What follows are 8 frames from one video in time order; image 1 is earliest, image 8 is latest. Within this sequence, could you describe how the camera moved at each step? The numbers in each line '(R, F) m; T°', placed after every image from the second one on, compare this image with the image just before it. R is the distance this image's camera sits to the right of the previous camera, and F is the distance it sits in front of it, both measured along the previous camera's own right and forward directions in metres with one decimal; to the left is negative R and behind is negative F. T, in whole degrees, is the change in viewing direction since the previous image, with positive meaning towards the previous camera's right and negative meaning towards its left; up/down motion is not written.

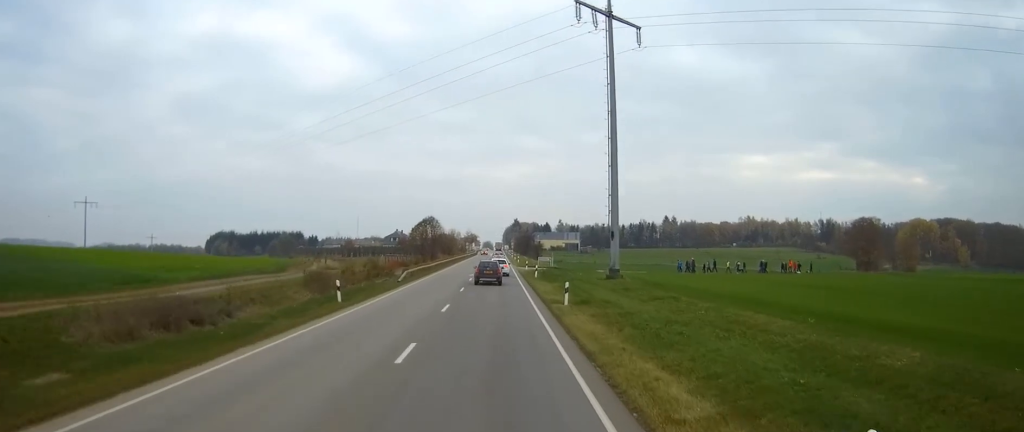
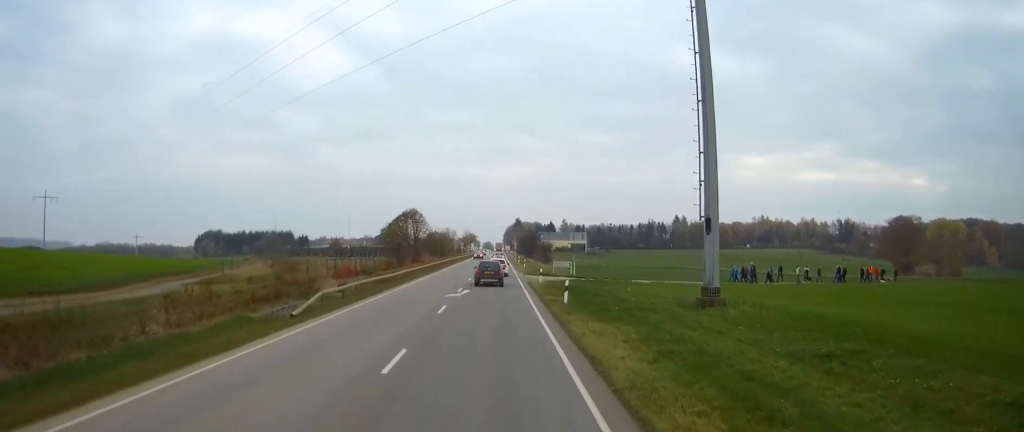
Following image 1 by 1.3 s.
(+0.1, +24.8) m; 0°
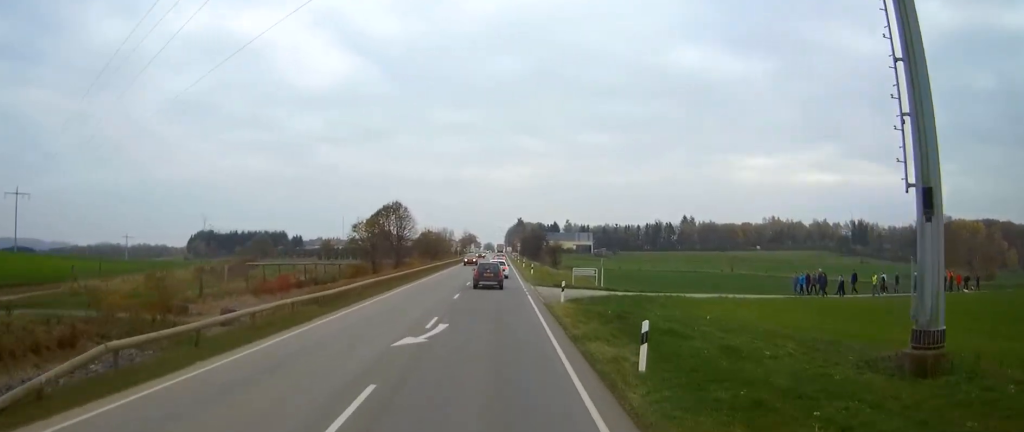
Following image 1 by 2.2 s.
(0.0, +15.9) m; 0°
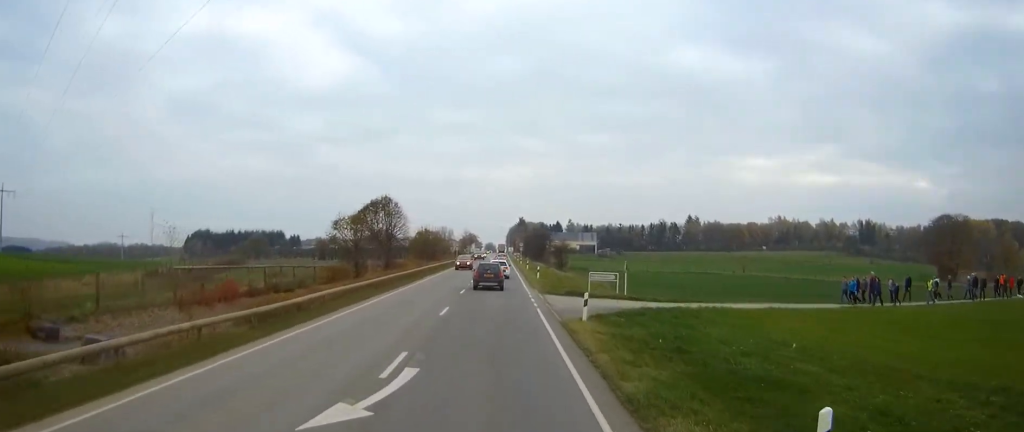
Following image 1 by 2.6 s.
(-0.1, +7.9) m; 0°
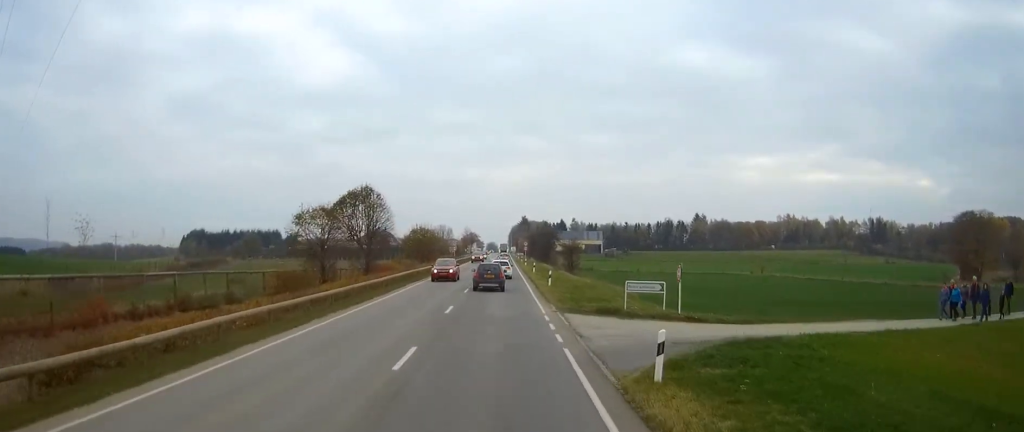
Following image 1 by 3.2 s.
(0.0, +10.9) m; 0°
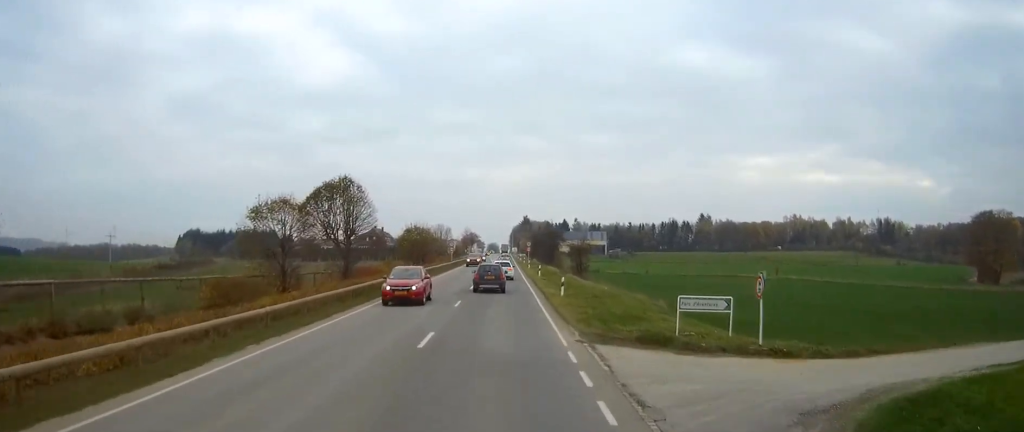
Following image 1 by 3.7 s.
(0.0, +8.4) m; 0°
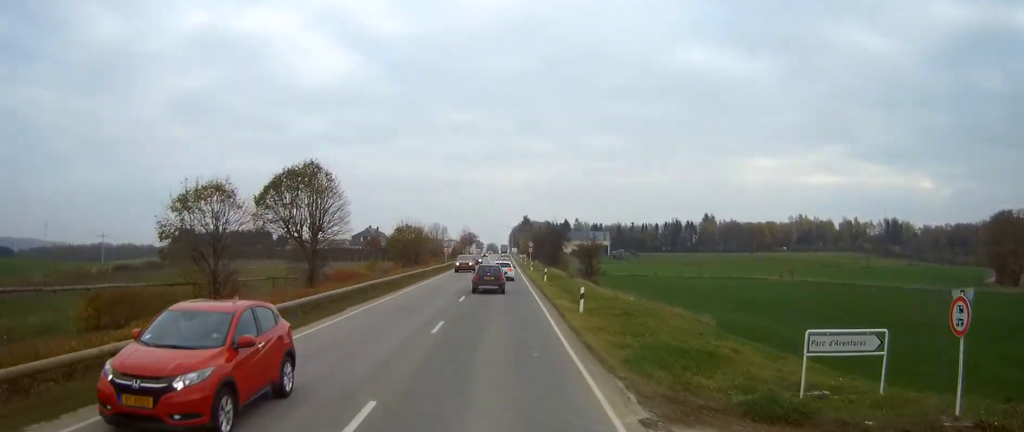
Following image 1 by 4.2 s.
(0.0, +8.9) m; 0°
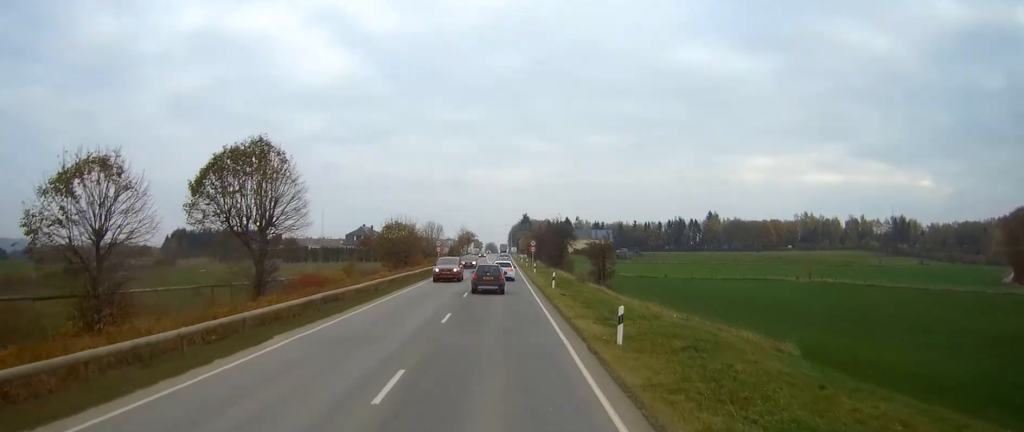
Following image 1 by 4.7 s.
(0.0, +8.3) m; 0°
